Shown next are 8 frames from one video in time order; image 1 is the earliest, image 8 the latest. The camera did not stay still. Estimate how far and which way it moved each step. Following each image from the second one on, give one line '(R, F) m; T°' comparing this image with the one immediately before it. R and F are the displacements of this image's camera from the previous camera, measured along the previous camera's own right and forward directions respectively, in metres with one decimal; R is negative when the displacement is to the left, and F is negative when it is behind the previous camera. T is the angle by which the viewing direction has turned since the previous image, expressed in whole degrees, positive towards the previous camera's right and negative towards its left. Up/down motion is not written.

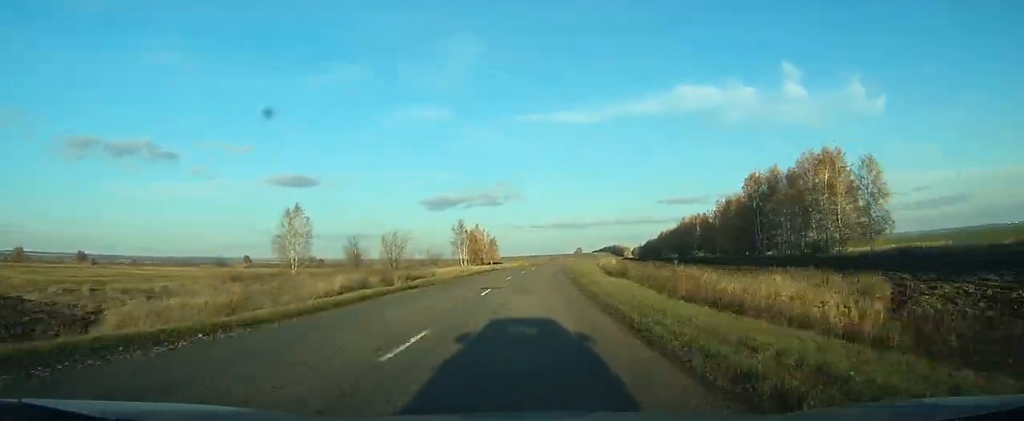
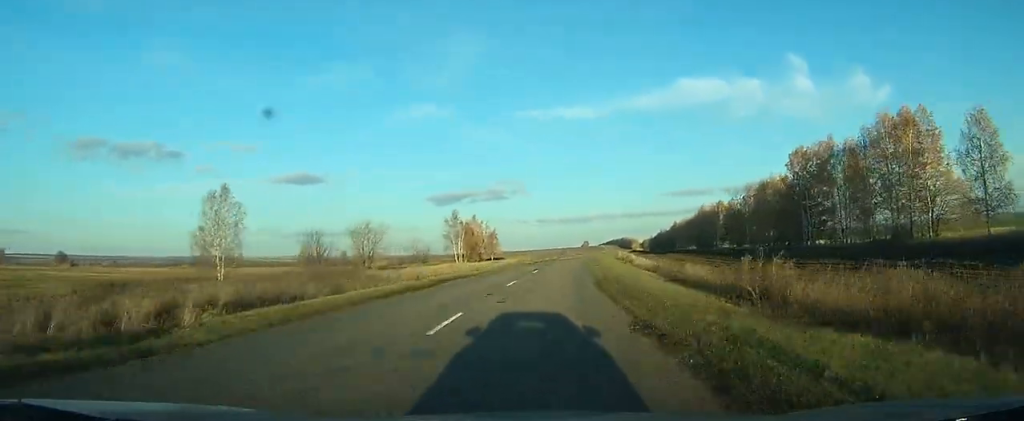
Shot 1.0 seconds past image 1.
(-0.2, +22.7) m; +1°
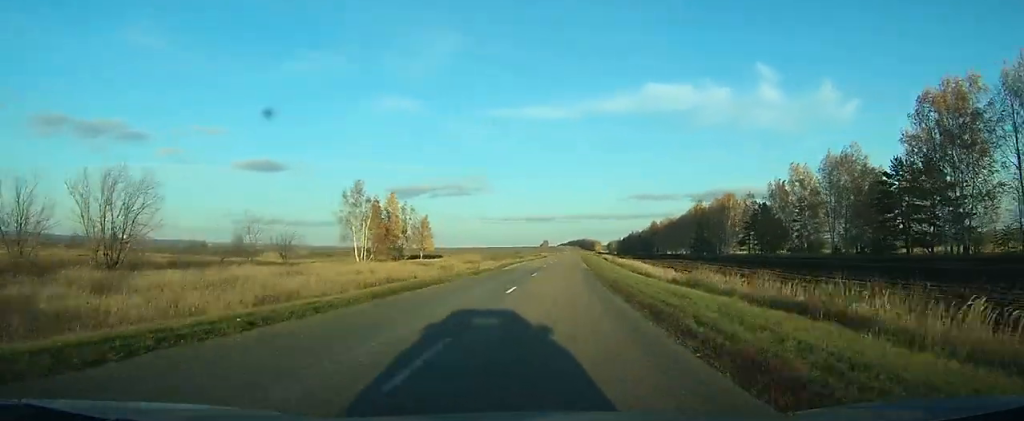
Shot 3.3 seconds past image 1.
(+1.2, +52.9) m; +3°
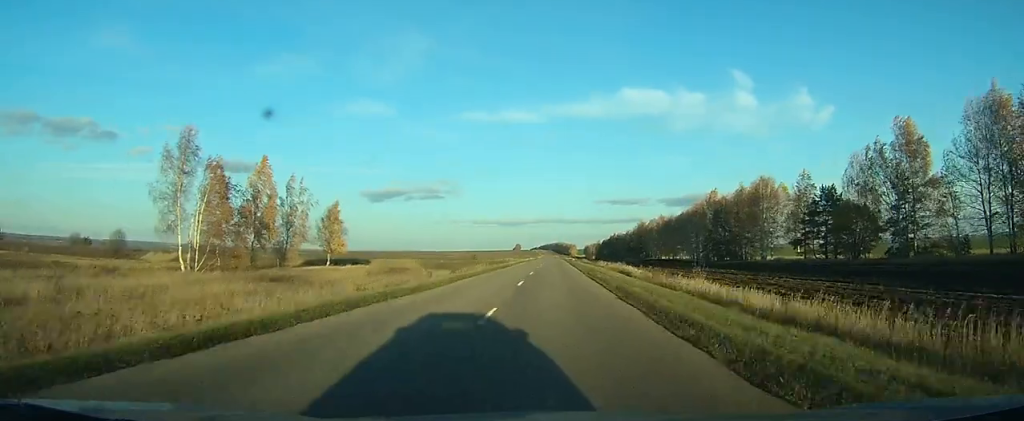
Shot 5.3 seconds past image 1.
(+1.3, +42.9) m; +3°
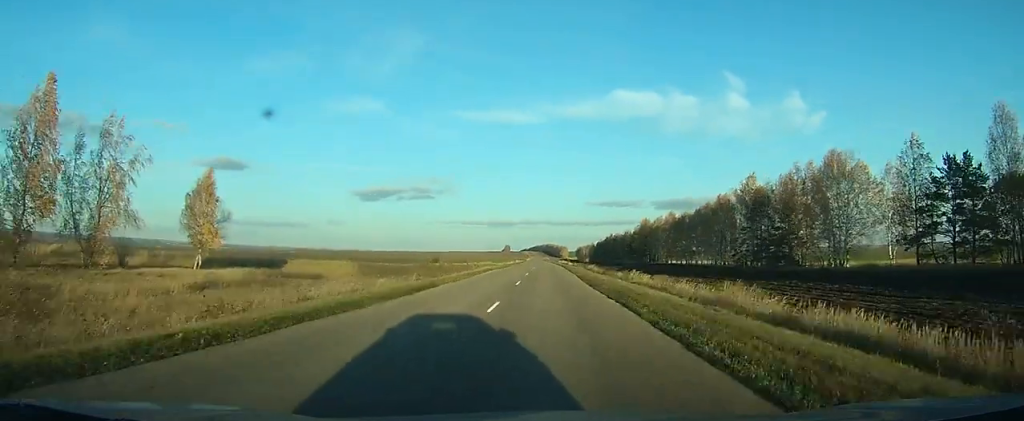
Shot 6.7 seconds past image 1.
(+0.7, +32.1) m; +1°
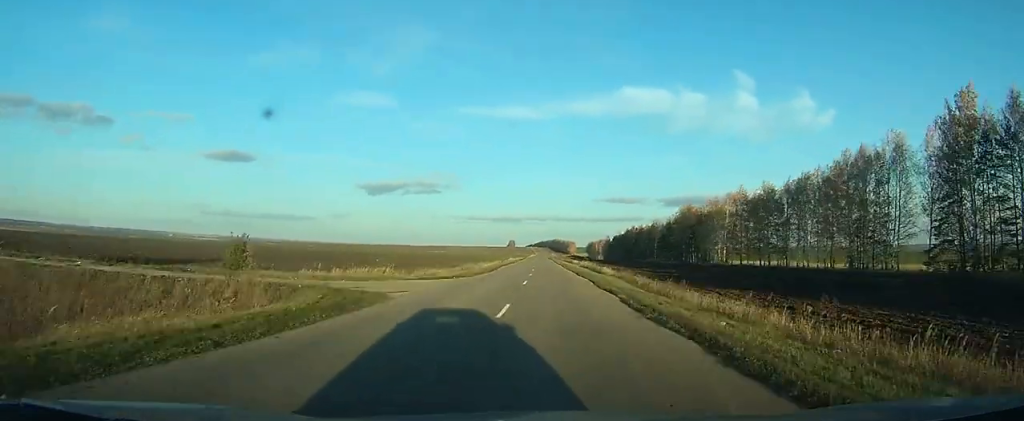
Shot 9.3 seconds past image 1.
(0.0, +58.1) m; 0°
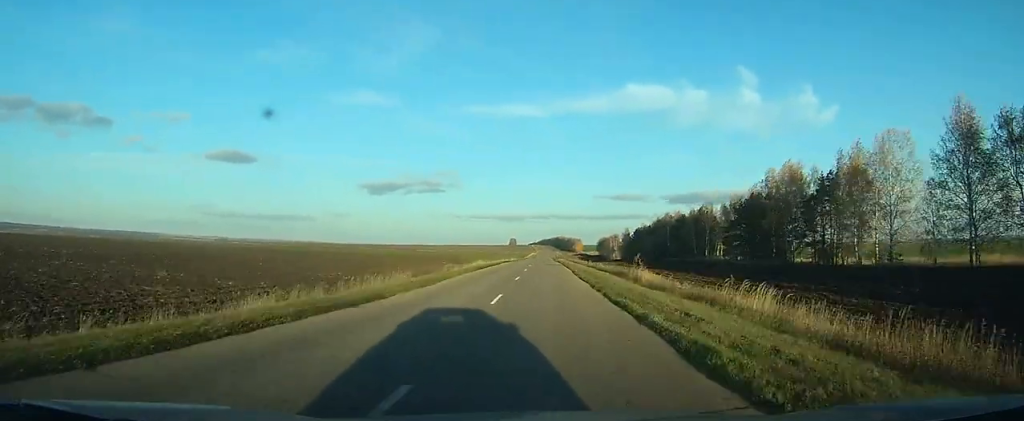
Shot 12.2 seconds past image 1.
(-0.5, +71.0) m; -1°
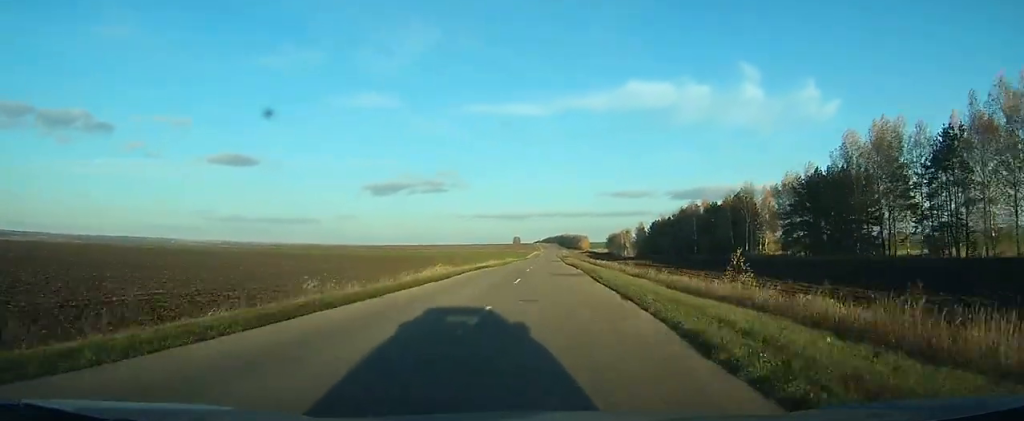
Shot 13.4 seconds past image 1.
(-0.1, +29.7) m; 0°
